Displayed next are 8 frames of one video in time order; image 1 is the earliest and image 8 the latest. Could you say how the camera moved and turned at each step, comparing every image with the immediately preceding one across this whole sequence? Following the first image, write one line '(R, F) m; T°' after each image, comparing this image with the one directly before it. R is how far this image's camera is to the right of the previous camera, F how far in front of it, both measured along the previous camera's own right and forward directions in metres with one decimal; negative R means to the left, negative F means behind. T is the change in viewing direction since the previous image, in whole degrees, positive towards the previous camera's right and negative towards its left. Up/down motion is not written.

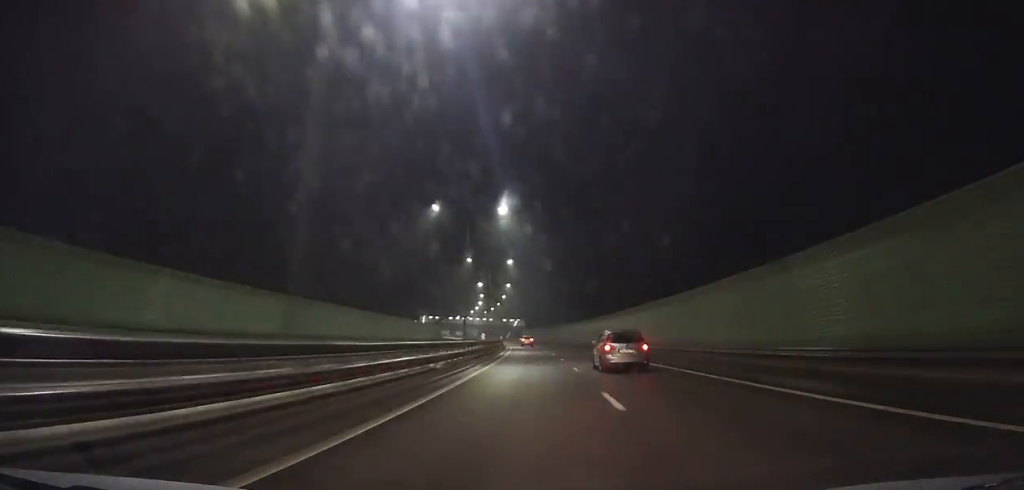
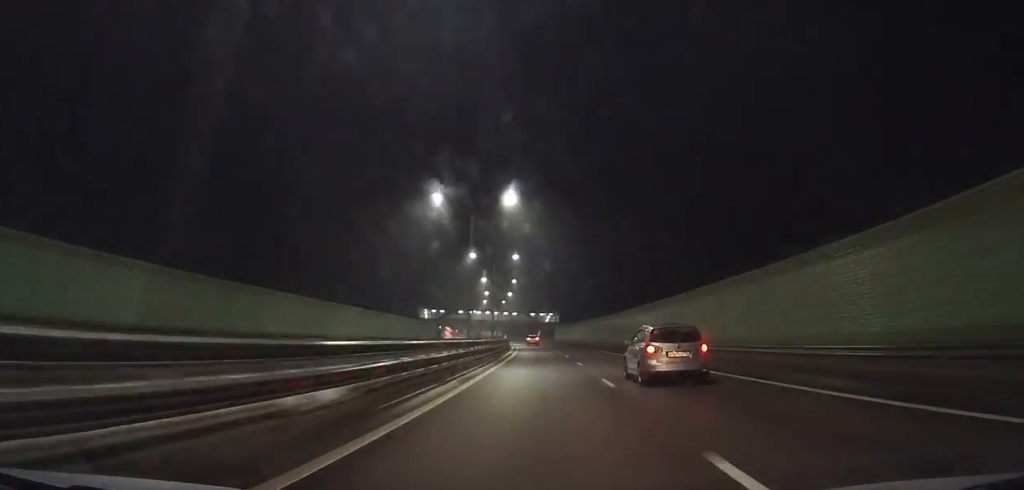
(-2.3, +67.6) m; -3°
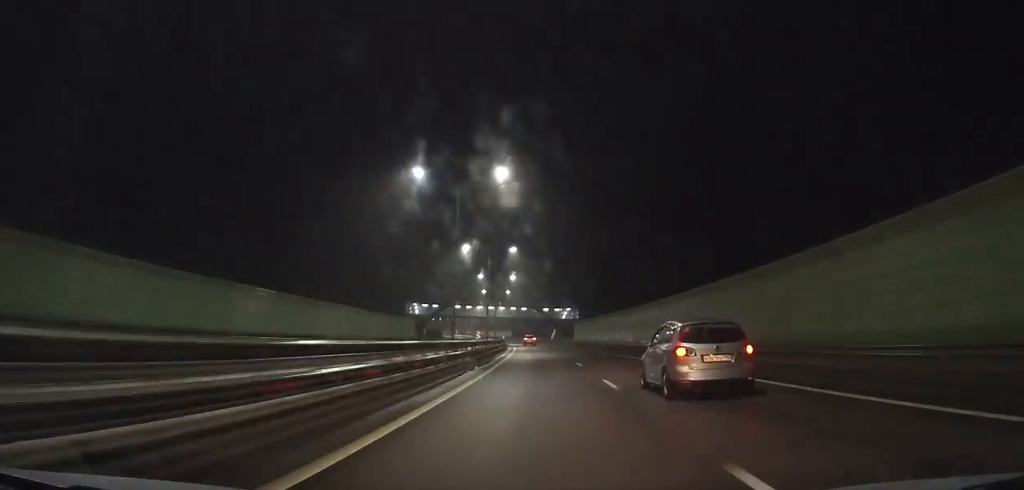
(-0.8, +36.6) m; -2°
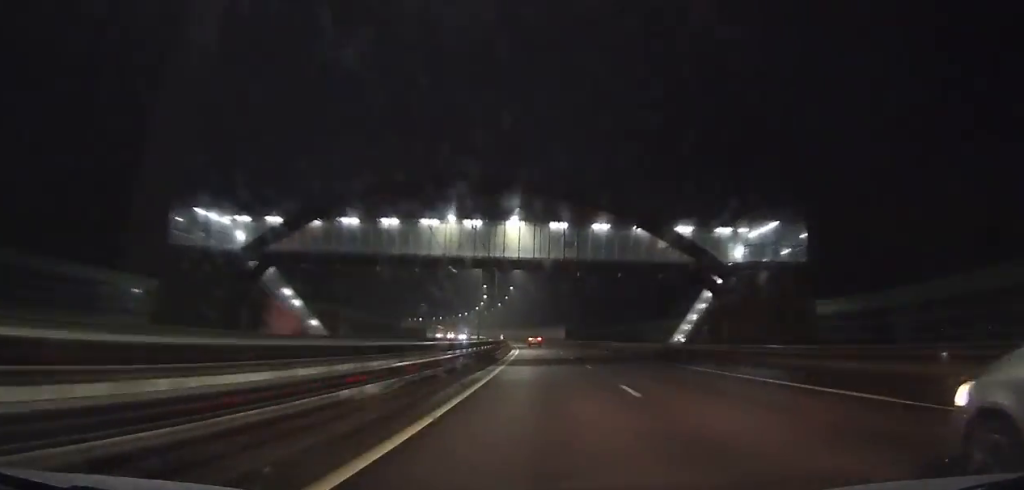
(-5.9, +120.9) m; -6°
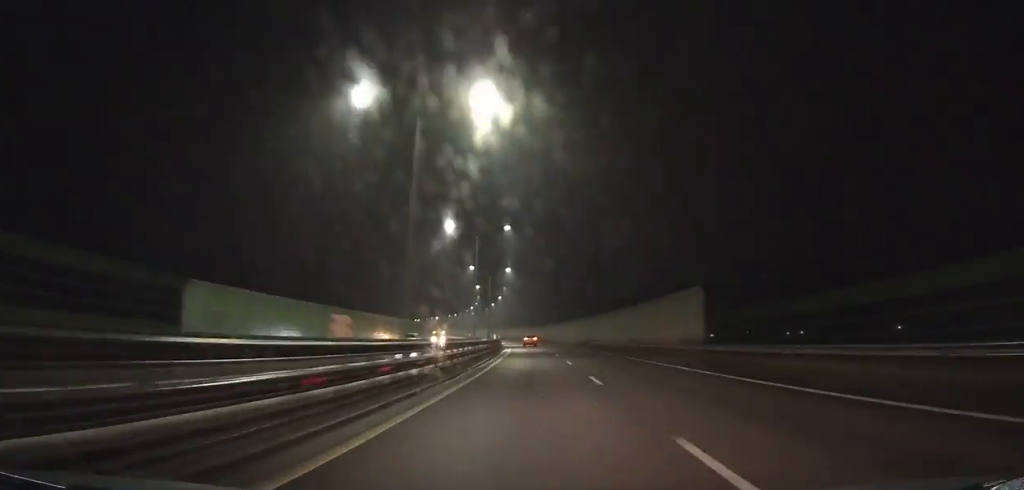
(-3.4, +92.0) m; -4°
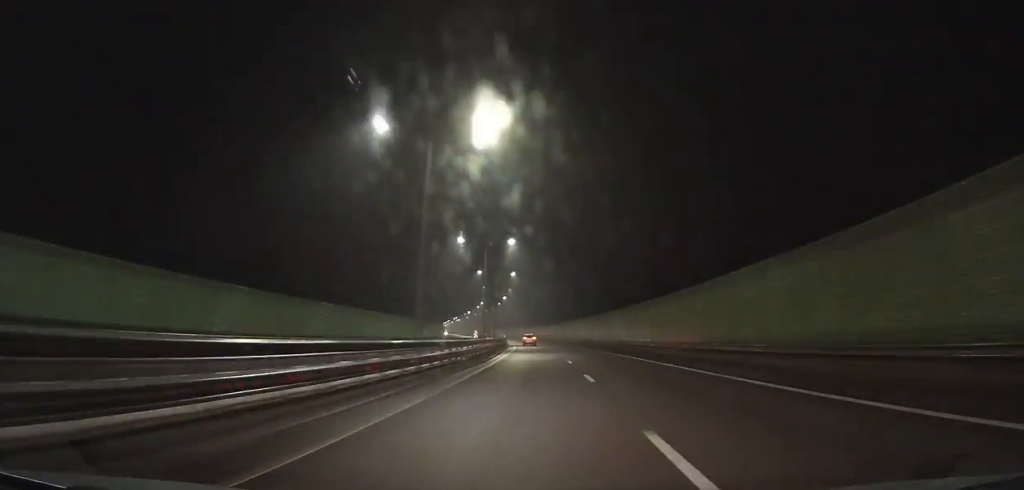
(-6.6, +120.9) m; -6°
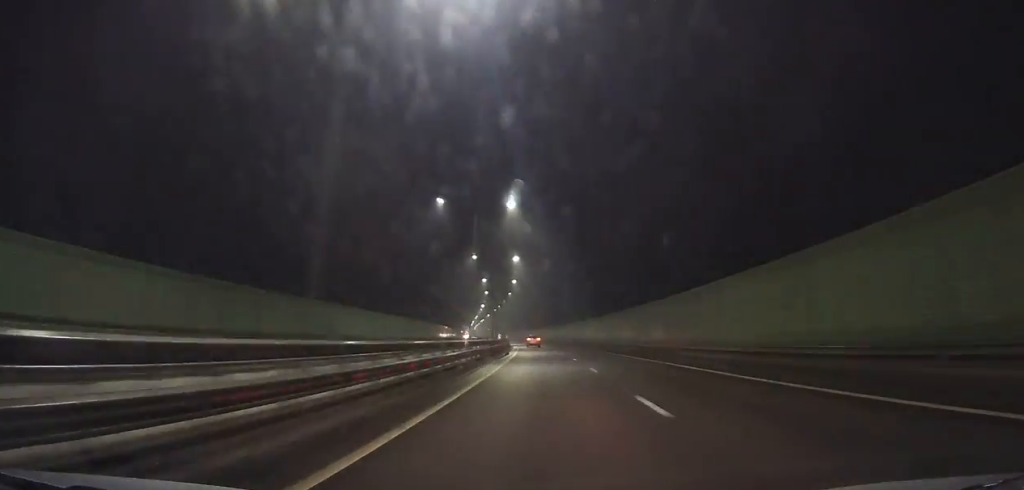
(-2.8, +79.1) m; -4°
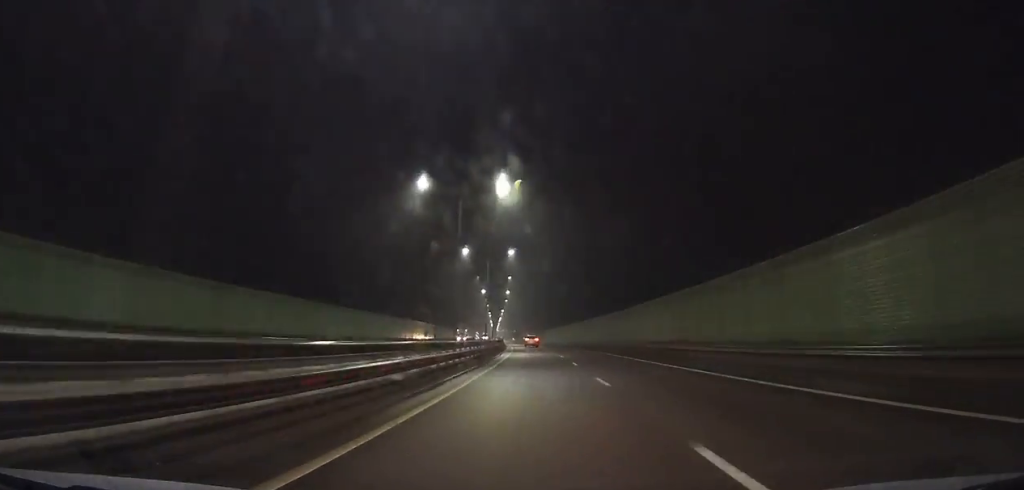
(-1.2, +65.2) m; -3°
